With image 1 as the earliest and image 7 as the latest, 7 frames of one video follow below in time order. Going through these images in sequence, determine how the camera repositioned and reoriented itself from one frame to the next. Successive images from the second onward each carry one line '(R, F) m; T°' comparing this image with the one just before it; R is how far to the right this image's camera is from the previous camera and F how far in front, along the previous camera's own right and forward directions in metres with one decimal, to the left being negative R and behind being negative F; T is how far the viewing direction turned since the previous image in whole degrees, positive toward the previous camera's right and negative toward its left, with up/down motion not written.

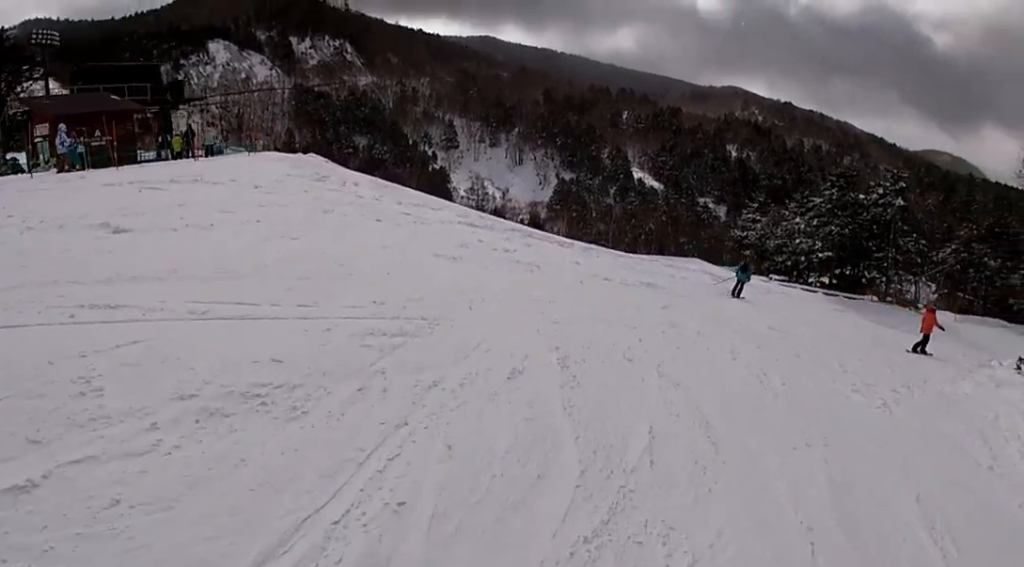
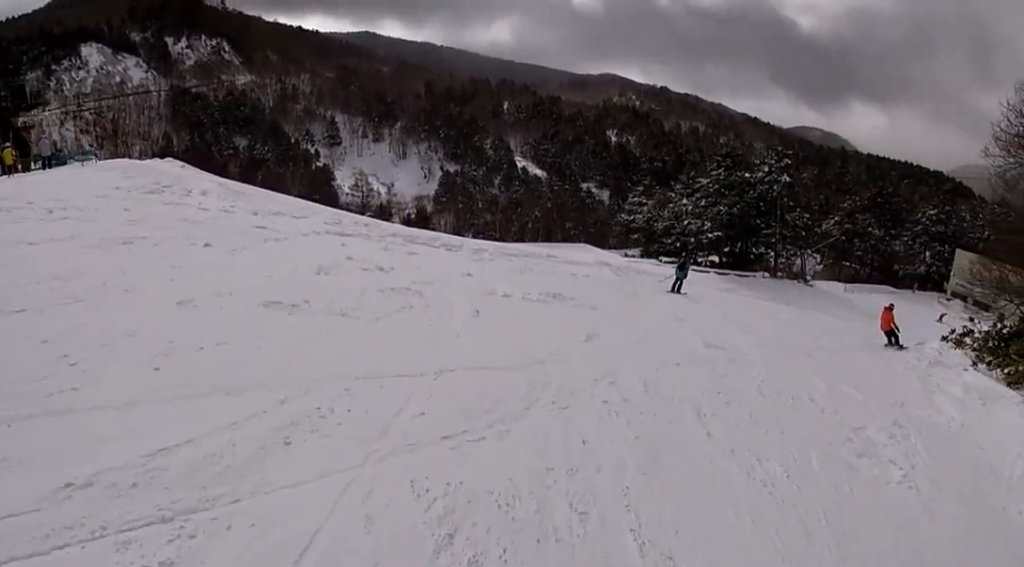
(+0.5, +3.5) m; -1°
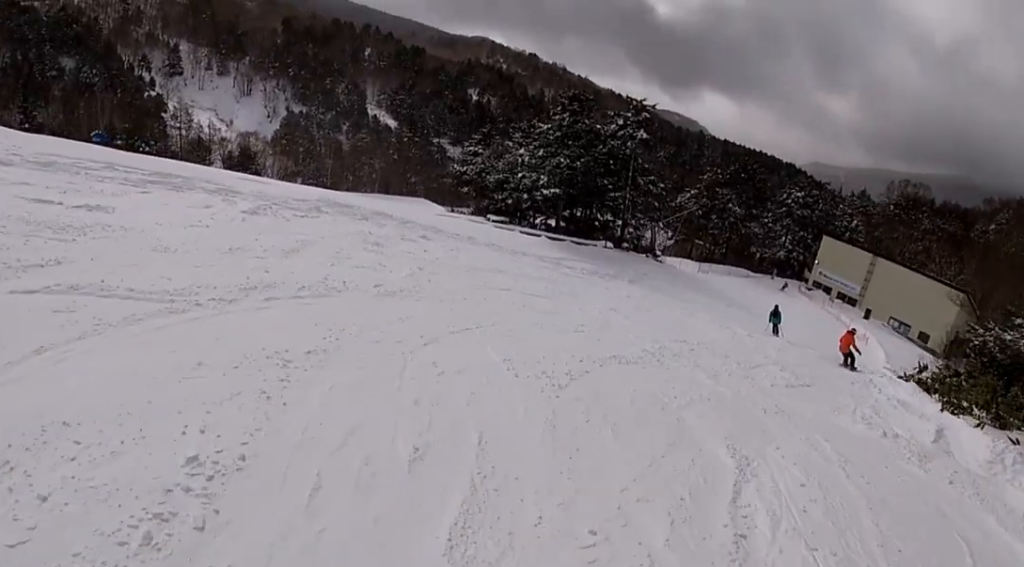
(+4.2, +15.8) m; +14°
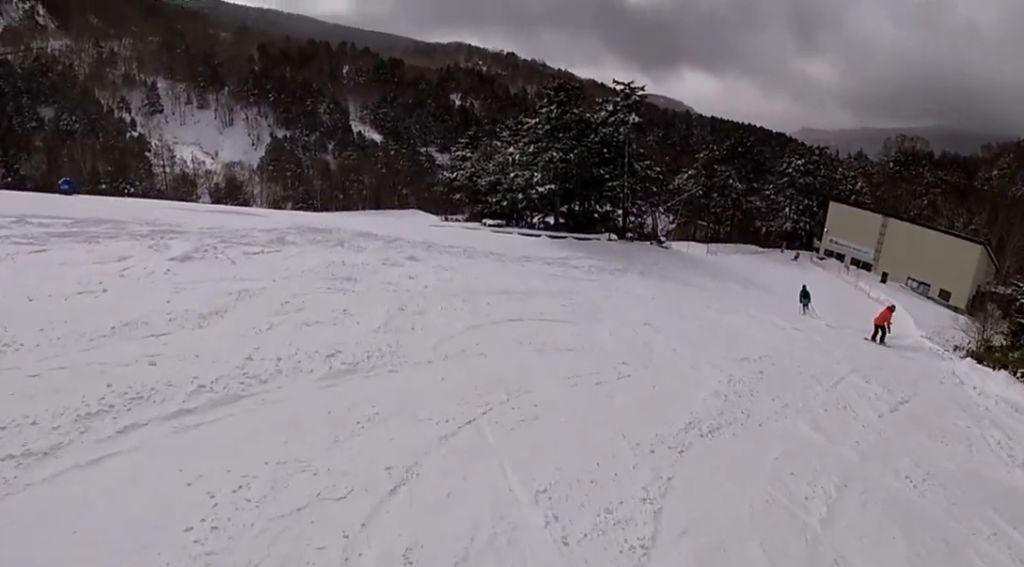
(-0.2, +2.7) m; -2°
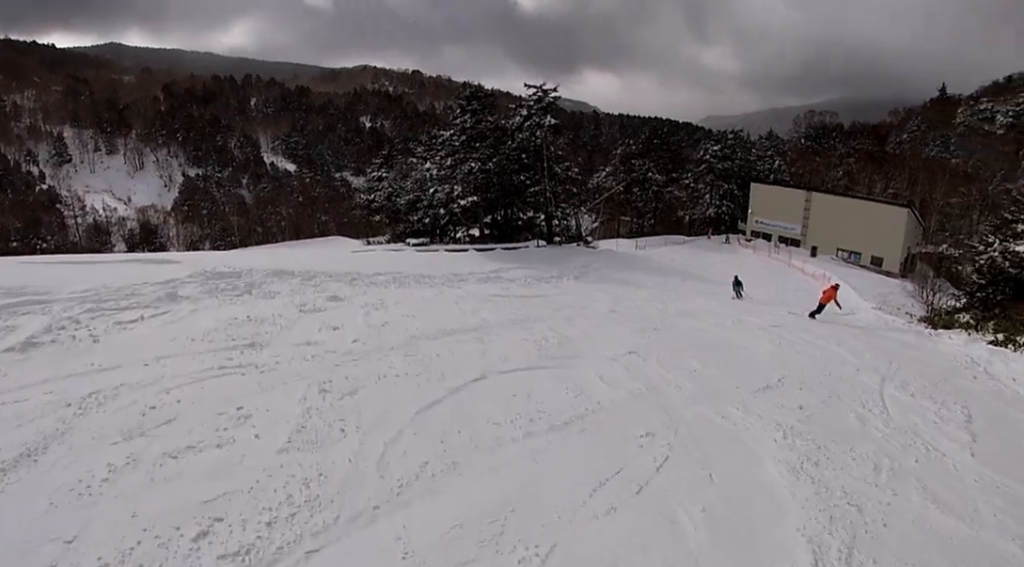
(-0.1, +2.6) m; +2°
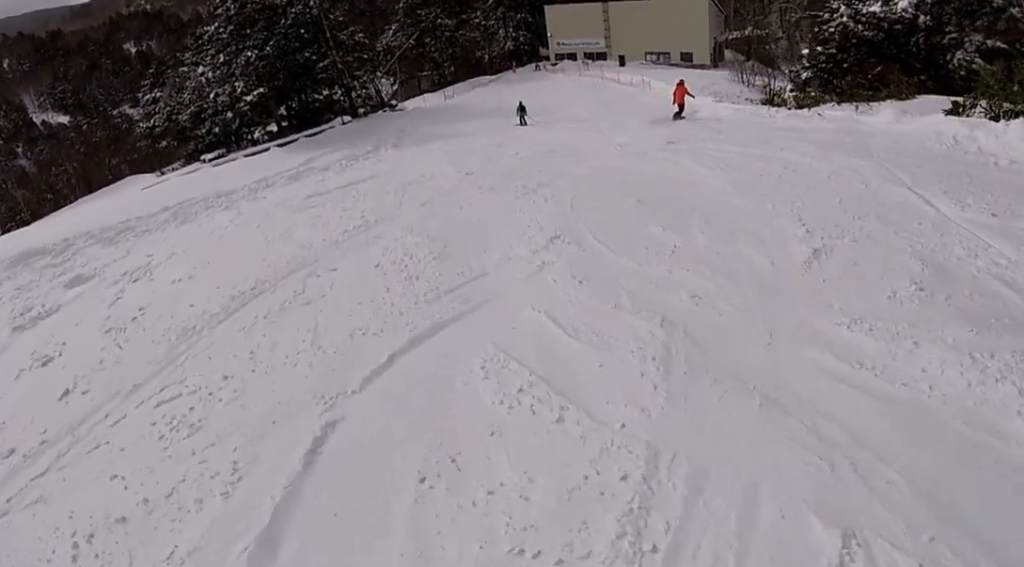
(+0.2, +4.0) m; +10°
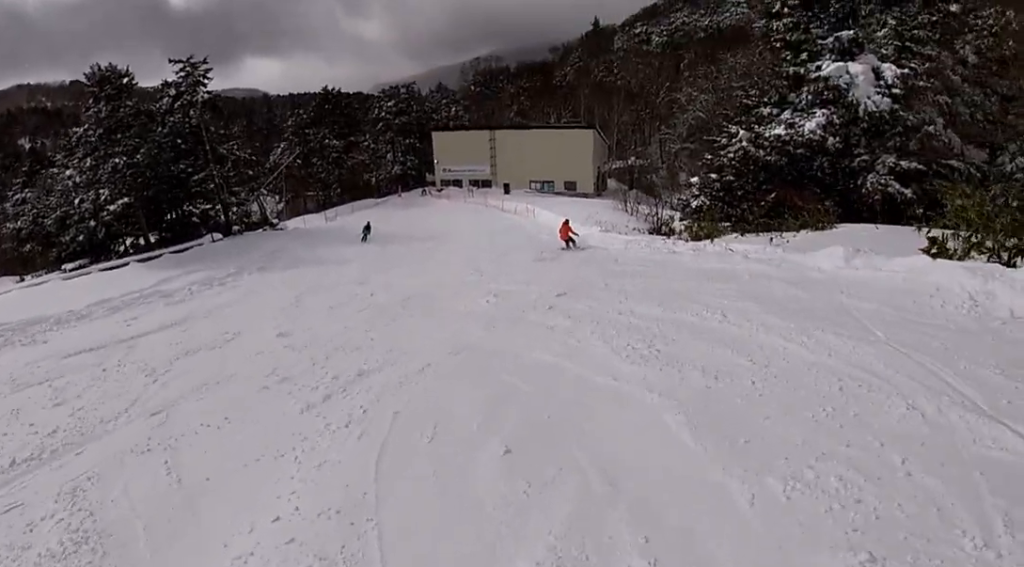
(+0.3, +4.0) m; +11°
